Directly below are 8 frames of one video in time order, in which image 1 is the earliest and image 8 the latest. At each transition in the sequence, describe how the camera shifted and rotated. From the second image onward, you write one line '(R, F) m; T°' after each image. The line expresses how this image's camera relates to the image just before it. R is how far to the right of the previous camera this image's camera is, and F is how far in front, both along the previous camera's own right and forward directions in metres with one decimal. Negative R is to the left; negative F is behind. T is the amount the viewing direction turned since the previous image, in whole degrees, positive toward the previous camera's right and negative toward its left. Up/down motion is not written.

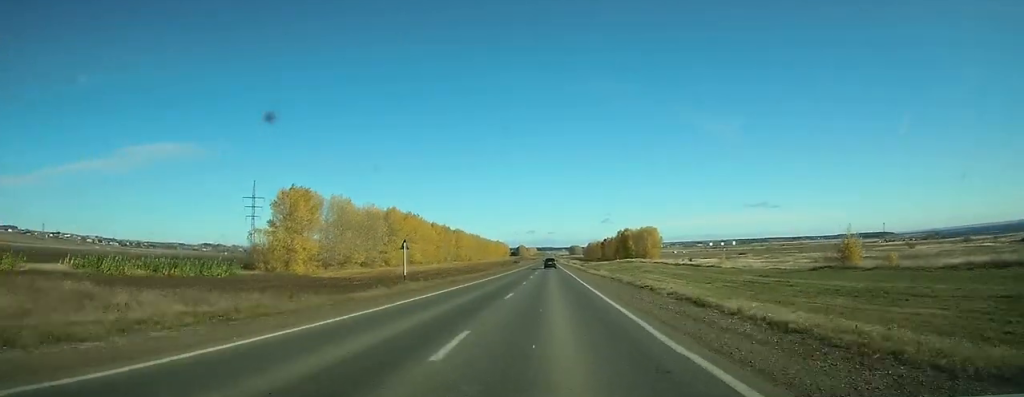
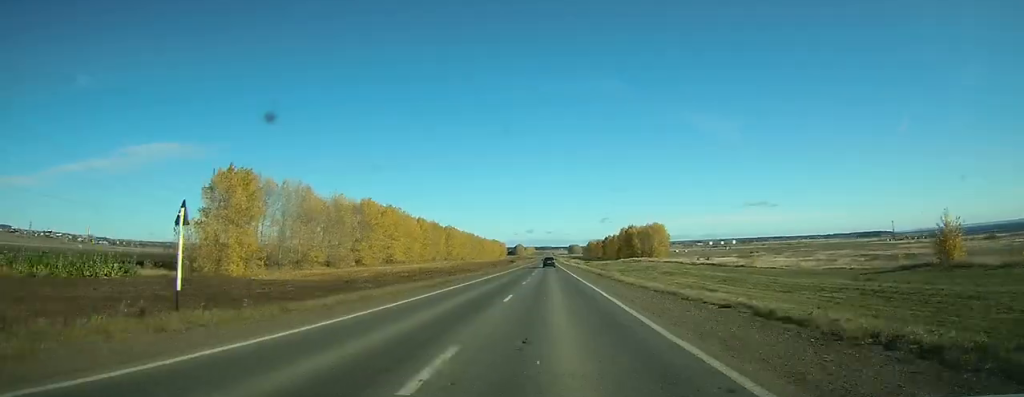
(0.0, +27.9) m; 0°
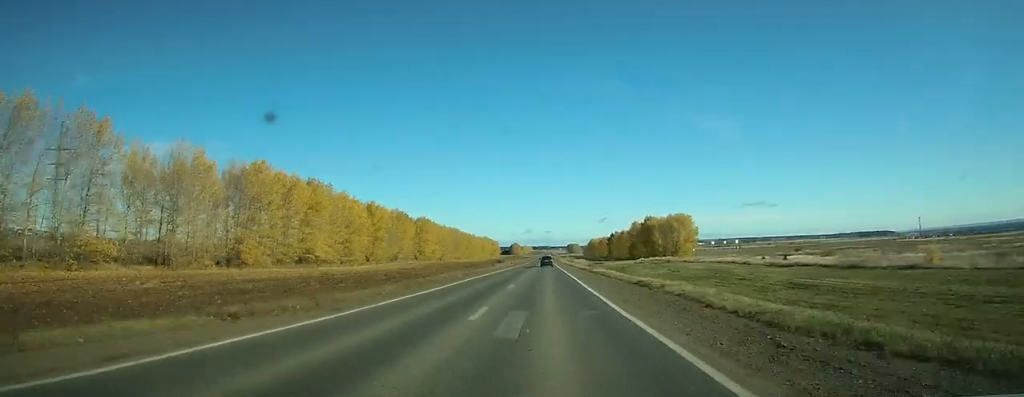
(0.0, +69.8) m; 0°
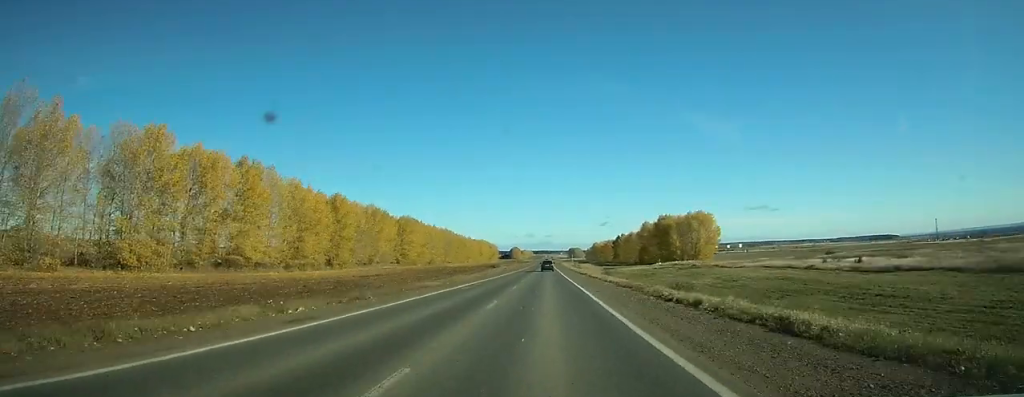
(0.0, +33.8) m; 0°
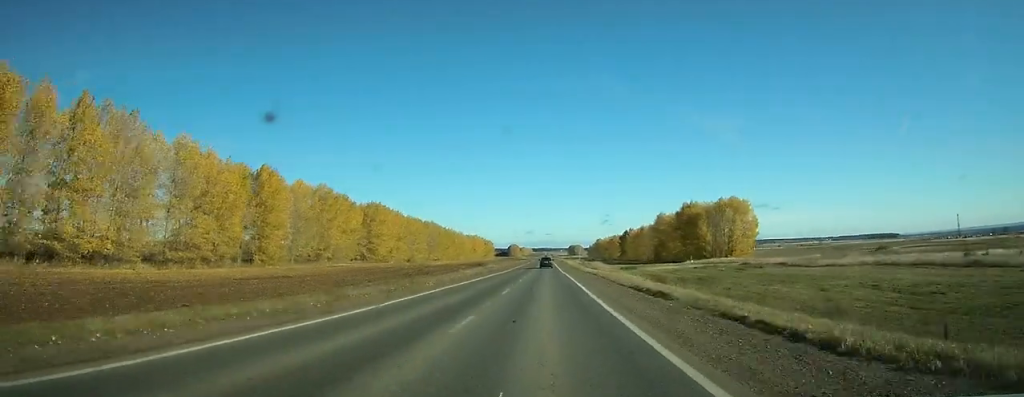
(+0.1, +45.2) m; 0°
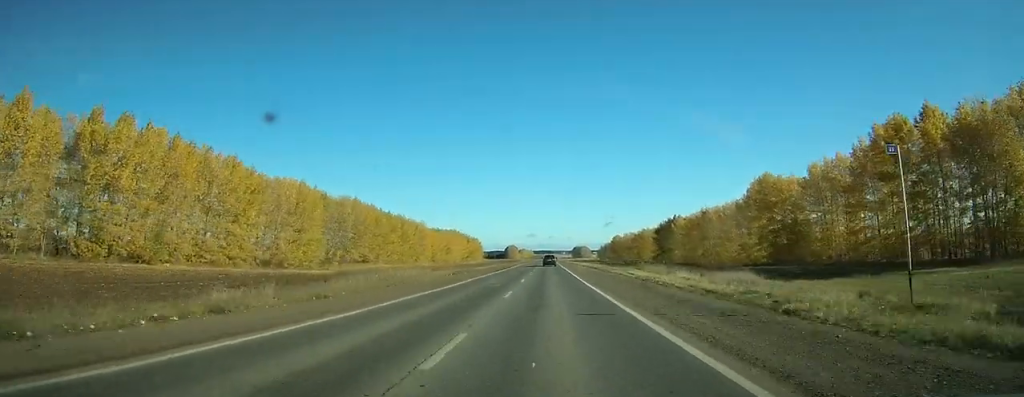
(+0.2, +129.5) m; 0°
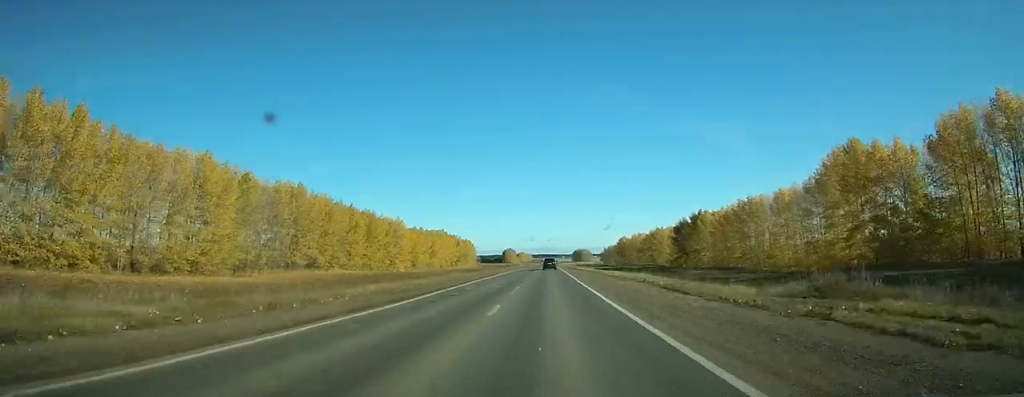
(-0.3, +40.9) m; -1°
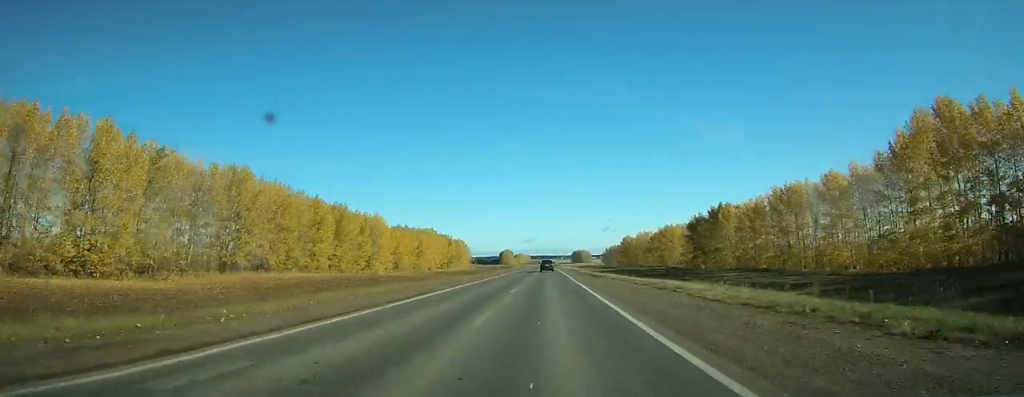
(-0.1, +25.7) m; 0°
